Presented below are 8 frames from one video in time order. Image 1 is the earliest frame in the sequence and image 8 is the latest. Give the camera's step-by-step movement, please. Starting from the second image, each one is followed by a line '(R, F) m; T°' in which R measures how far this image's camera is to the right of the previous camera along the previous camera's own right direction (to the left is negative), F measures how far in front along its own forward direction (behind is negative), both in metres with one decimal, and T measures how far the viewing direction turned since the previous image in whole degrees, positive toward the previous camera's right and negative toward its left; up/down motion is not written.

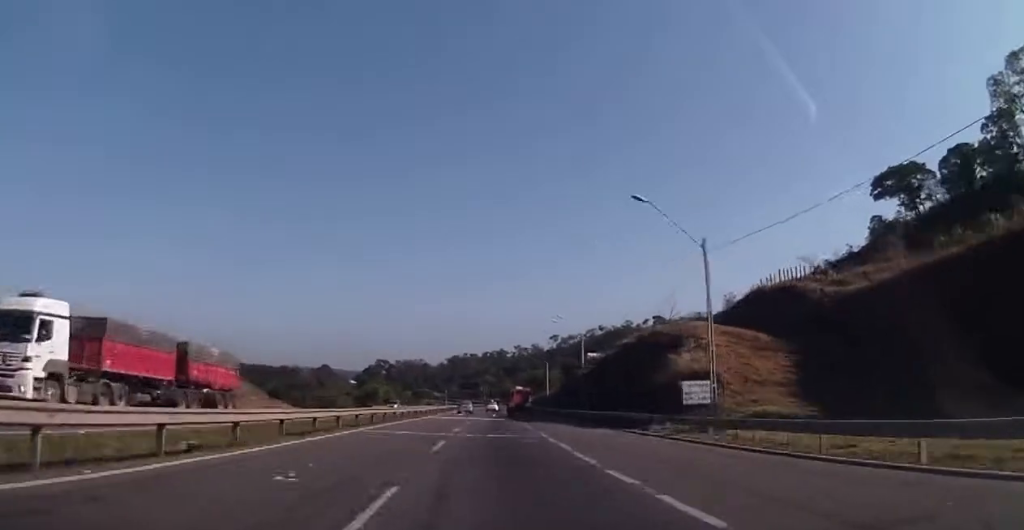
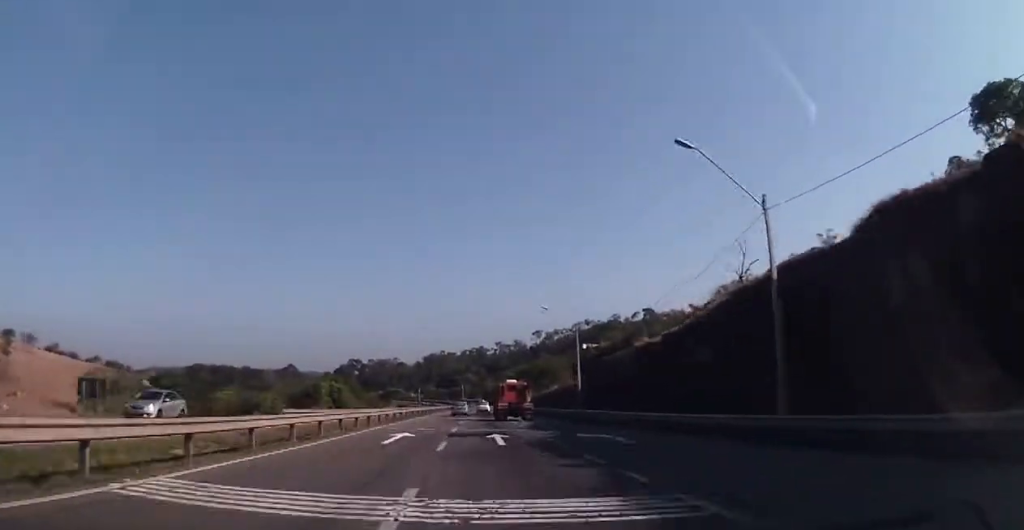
(+0.9, +46.7) m; +3°
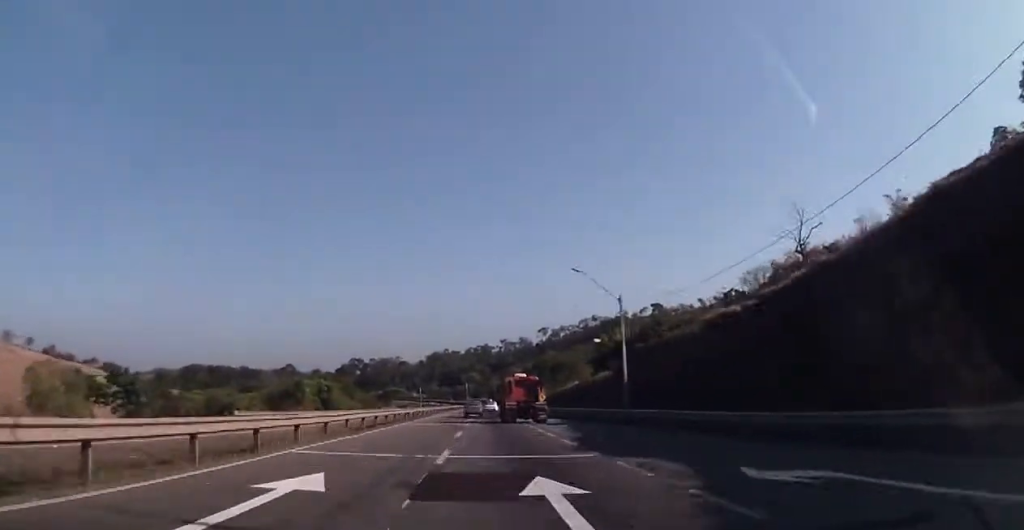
(+0.3, +16.2) m; 0°
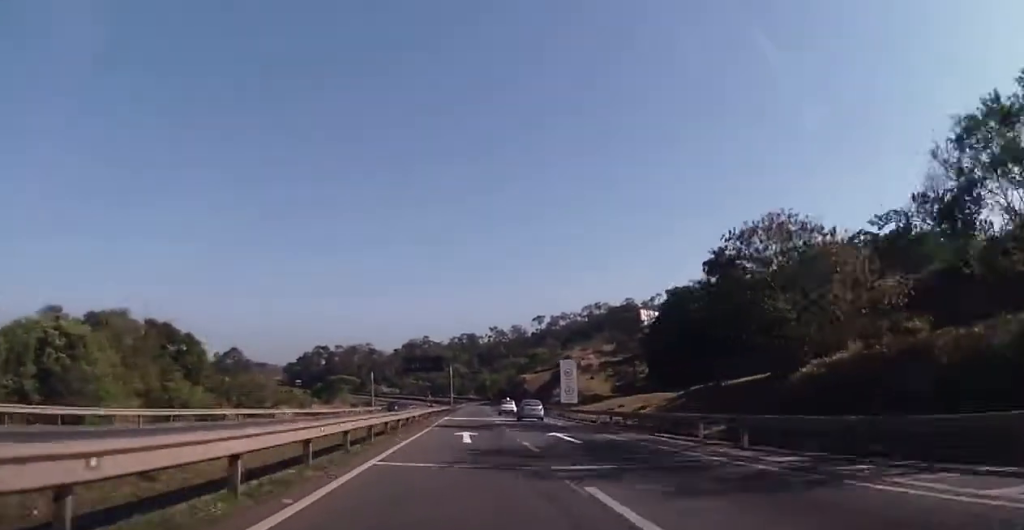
(-0.1, +92.8) m; 0°
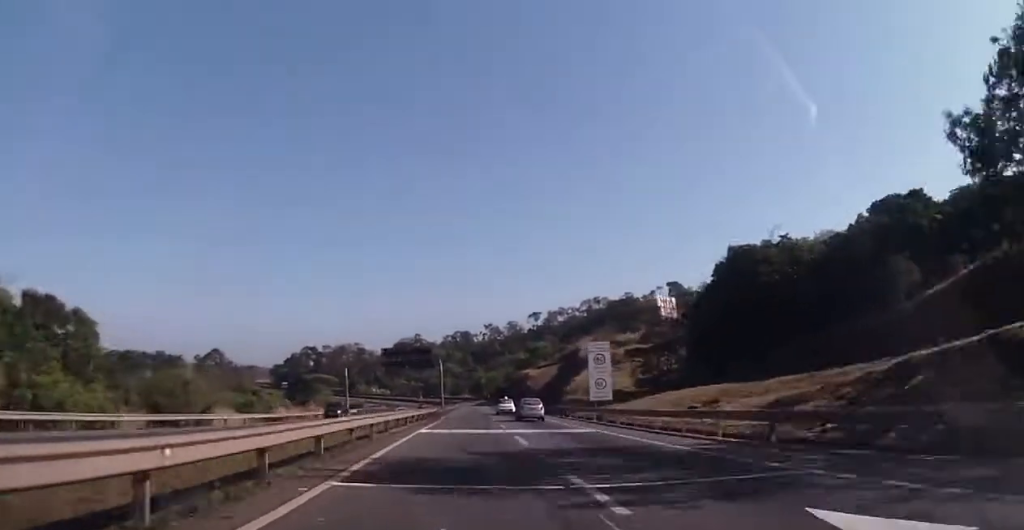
(+0.2, +22.6) m; +1°
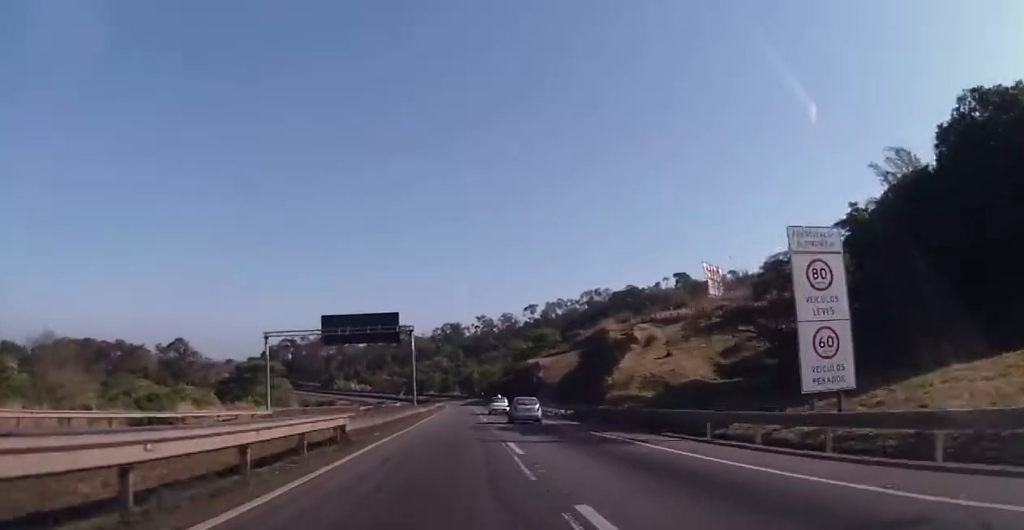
(+0.8, +40.0) m; +2°
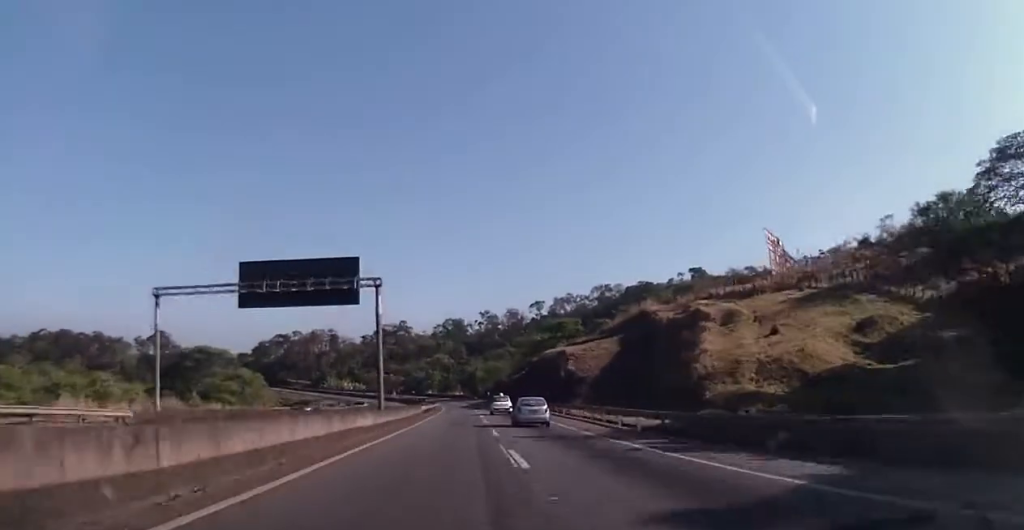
(+0.3, +27.4) m; +1°
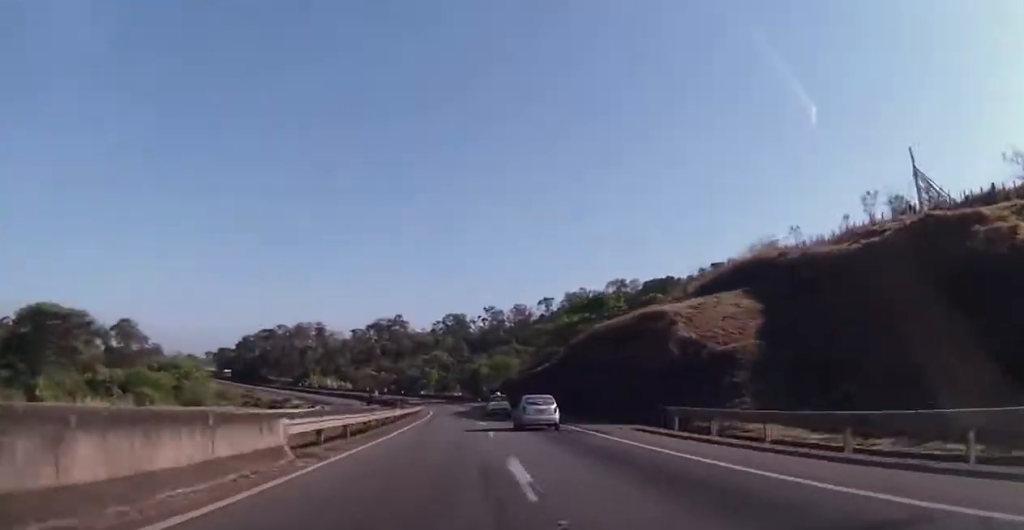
(-0.1, +39.1) m; 0°
